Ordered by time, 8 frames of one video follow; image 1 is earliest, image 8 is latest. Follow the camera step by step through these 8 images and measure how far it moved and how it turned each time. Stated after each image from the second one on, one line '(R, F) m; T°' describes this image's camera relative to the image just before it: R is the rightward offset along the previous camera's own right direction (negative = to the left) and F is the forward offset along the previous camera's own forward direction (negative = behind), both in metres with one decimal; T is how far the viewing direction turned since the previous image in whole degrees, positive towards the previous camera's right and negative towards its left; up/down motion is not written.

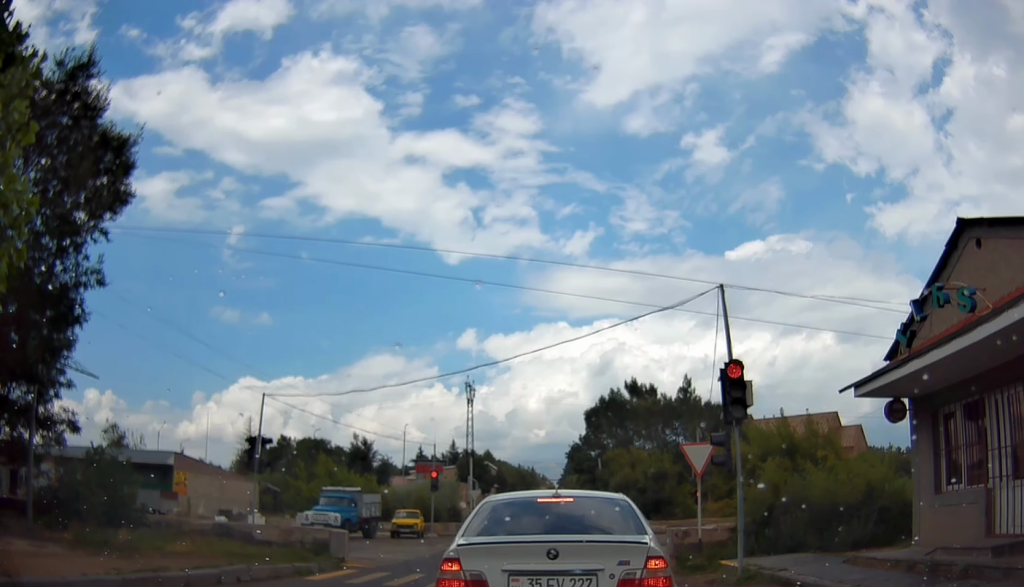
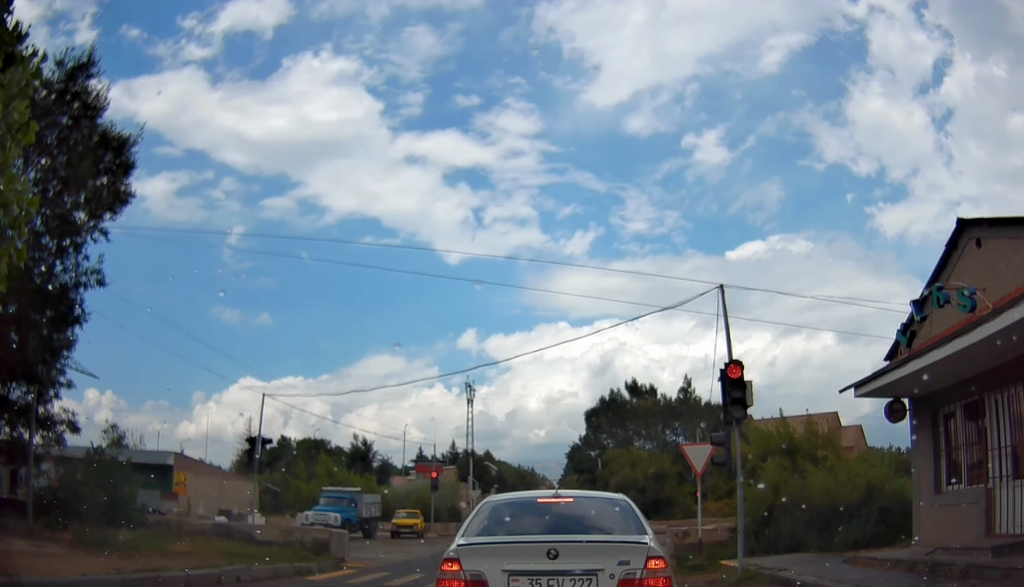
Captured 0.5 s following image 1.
(+0.1, -0.1) m; 0°
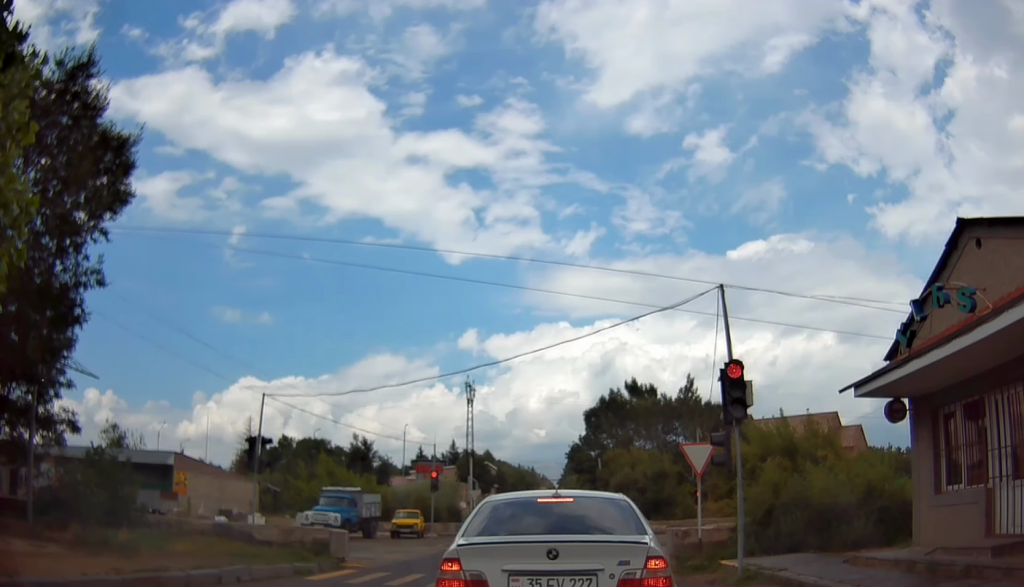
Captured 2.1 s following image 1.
(+0.2, -0.2) m; 0°
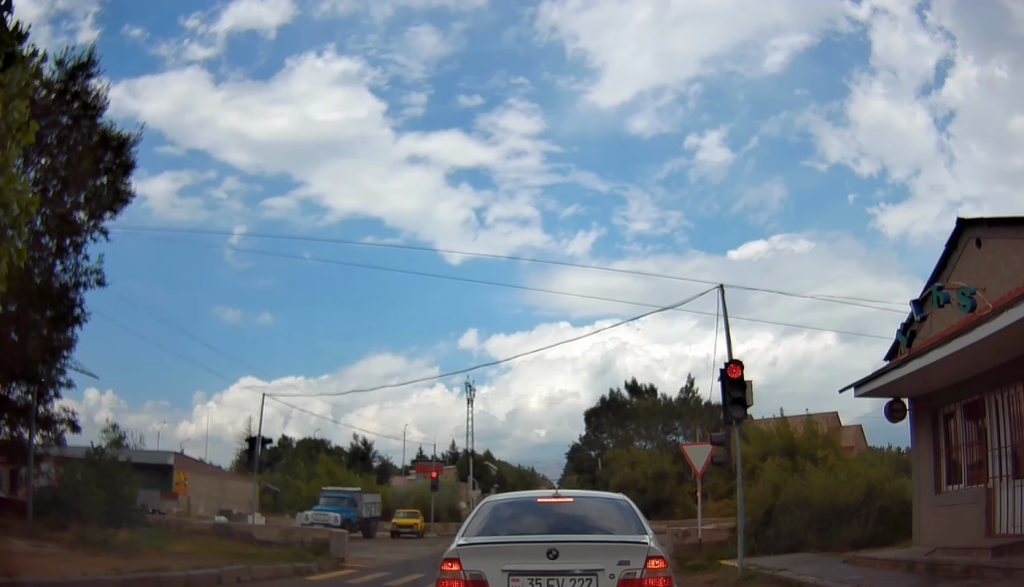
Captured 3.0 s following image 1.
(+0.1, 0.0) m; 0°
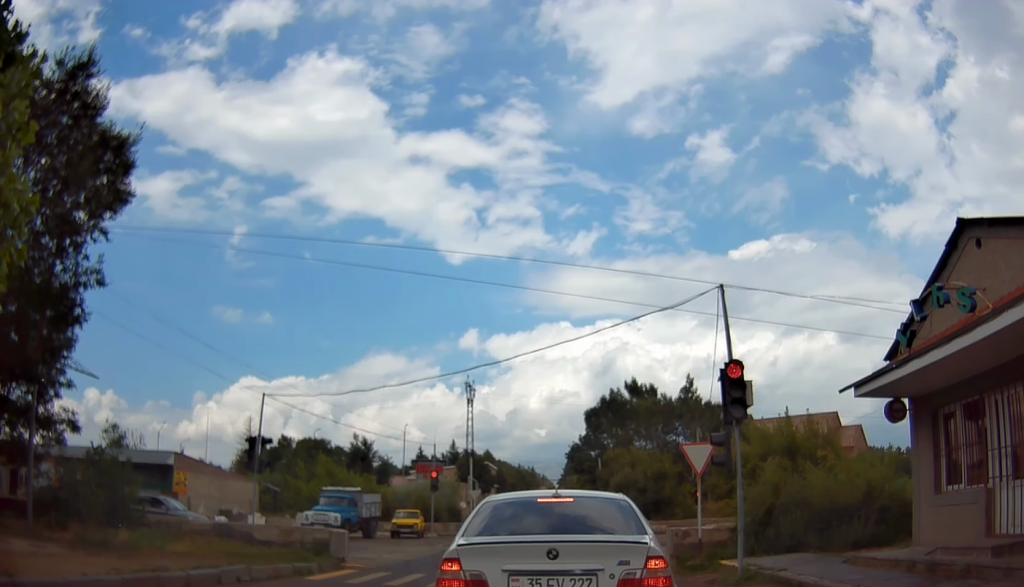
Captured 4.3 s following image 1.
(0.0, 0.0) m; 0°
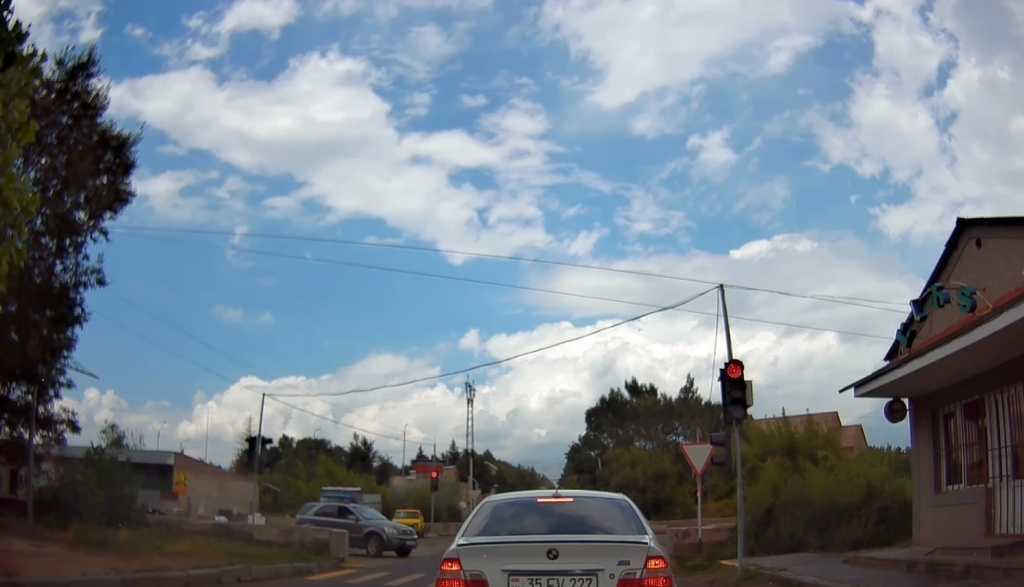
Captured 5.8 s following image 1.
(0.0, 0.0) m; 0°
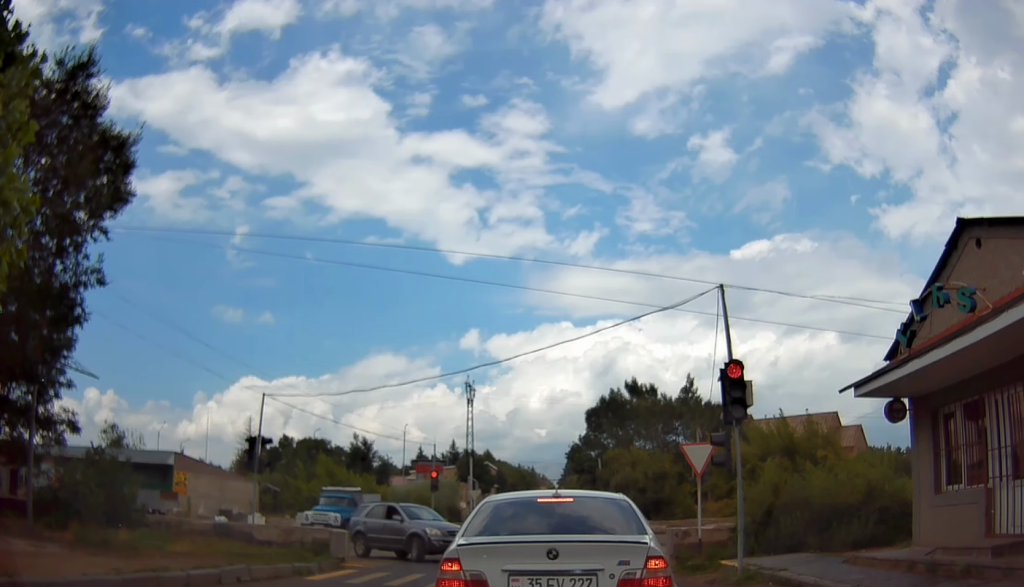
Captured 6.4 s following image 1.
(0.0, 0.0) m; 0°
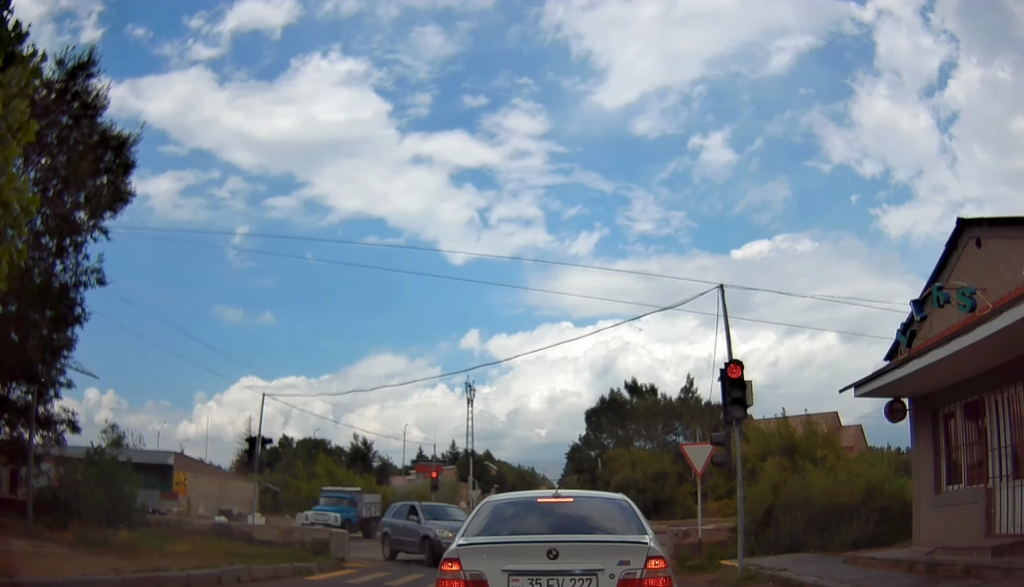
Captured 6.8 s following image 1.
(0.0, 0.0) m; 0°
